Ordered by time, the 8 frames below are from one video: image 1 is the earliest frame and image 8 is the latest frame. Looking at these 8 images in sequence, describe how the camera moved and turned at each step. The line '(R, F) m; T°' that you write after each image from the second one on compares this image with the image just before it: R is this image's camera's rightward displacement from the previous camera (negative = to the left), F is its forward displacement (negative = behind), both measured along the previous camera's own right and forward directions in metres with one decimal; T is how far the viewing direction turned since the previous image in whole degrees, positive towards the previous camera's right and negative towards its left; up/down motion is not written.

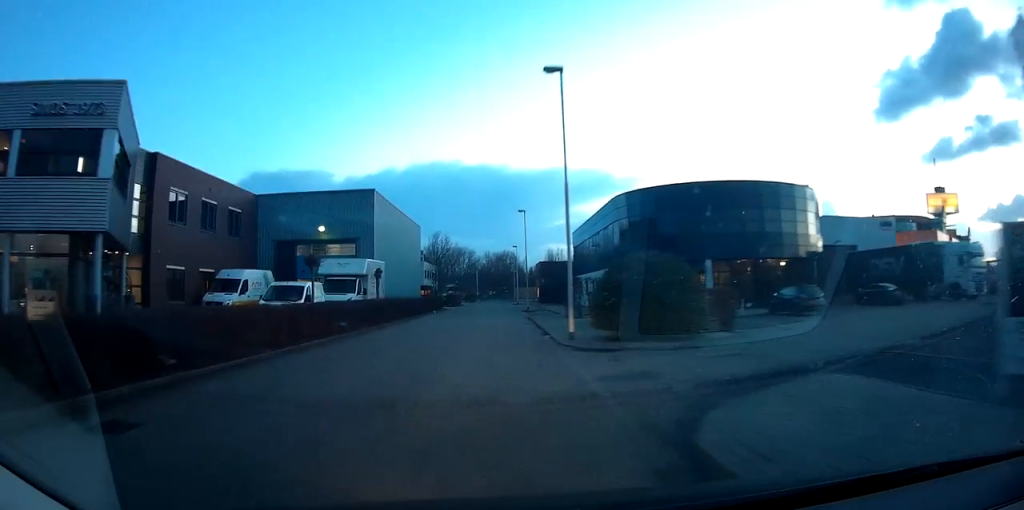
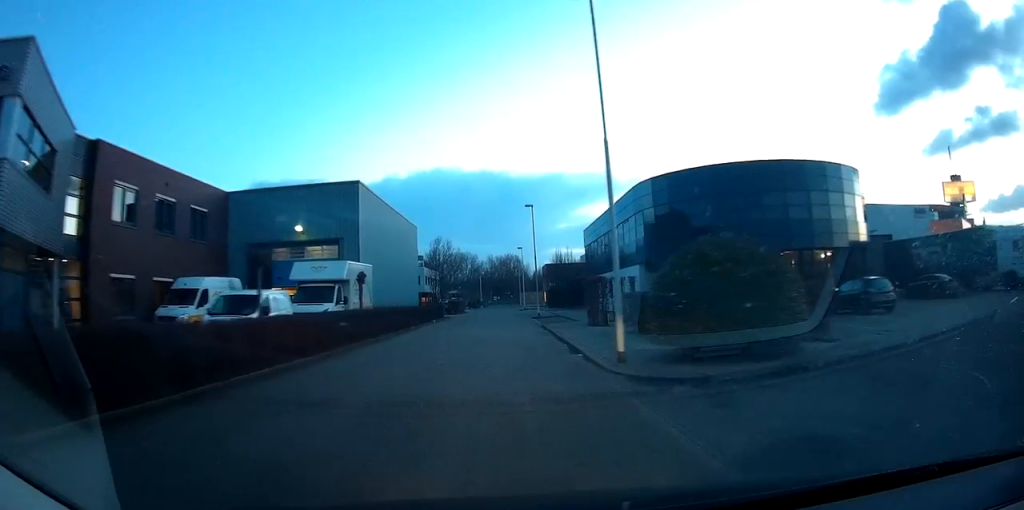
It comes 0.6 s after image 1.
(-0.2, +4.8) m; -2°
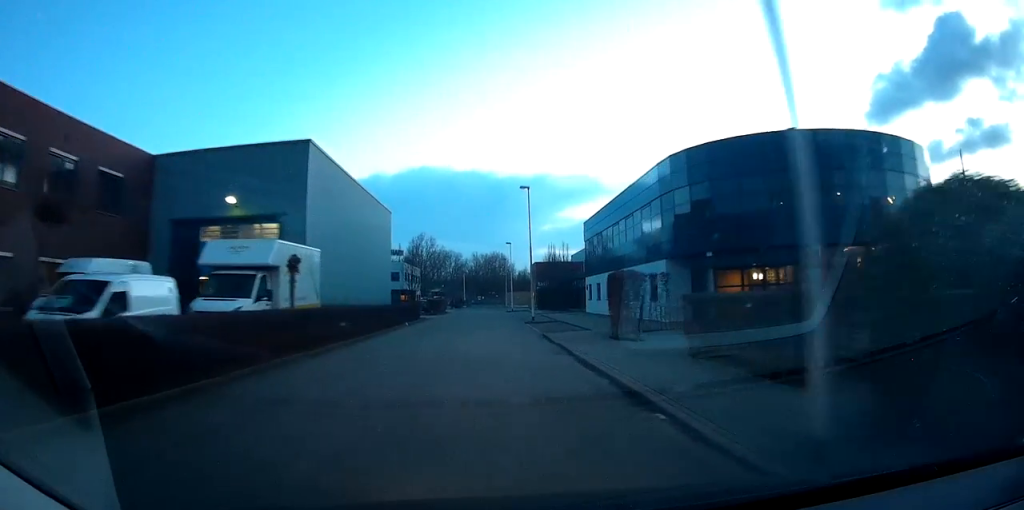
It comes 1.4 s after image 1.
(-0.1, +7.0) m; +1°
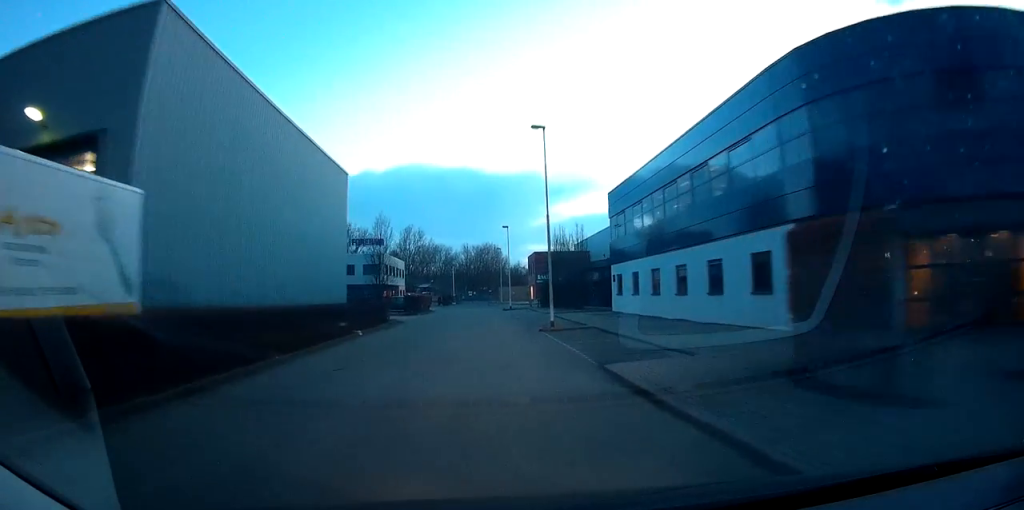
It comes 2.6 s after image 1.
(+0.5, +12.0) m; +2°
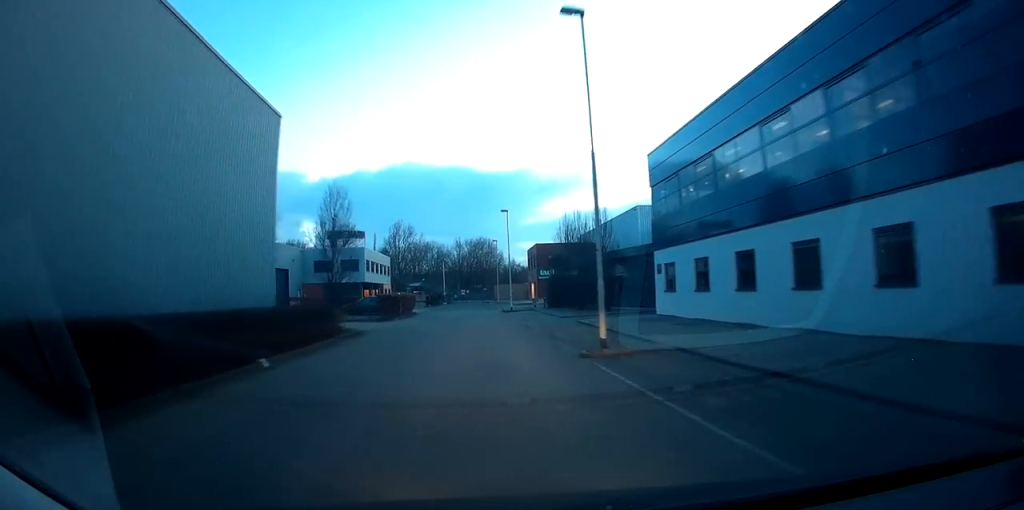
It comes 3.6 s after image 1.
(-0.1, +10.4) m; -1°
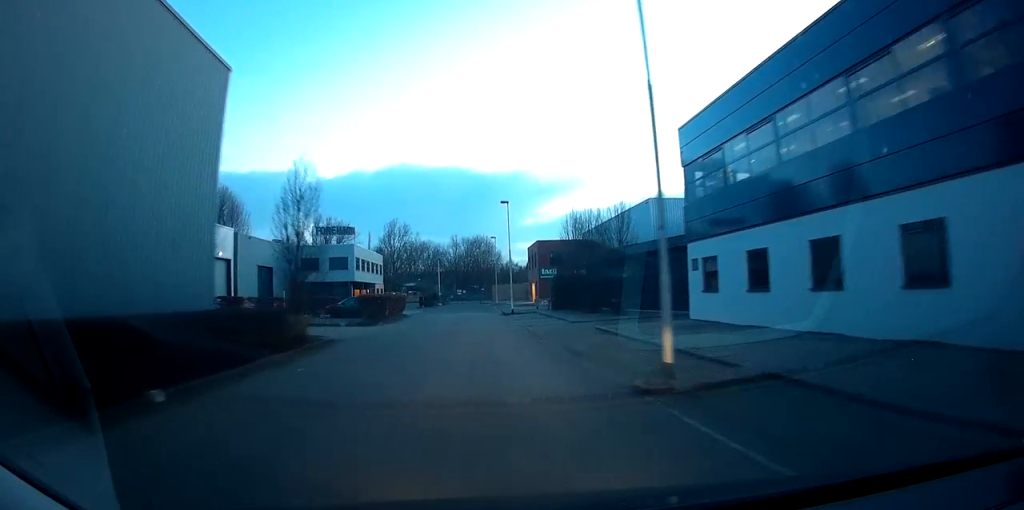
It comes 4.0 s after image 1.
(0.0, +4.8) m; 0°
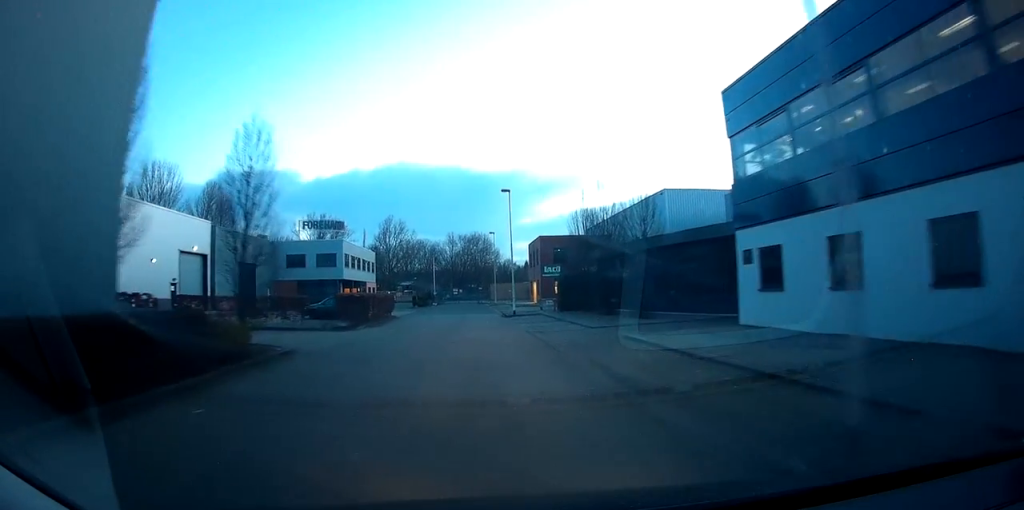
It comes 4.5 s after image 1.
(0.0, +4.8) m; +1°
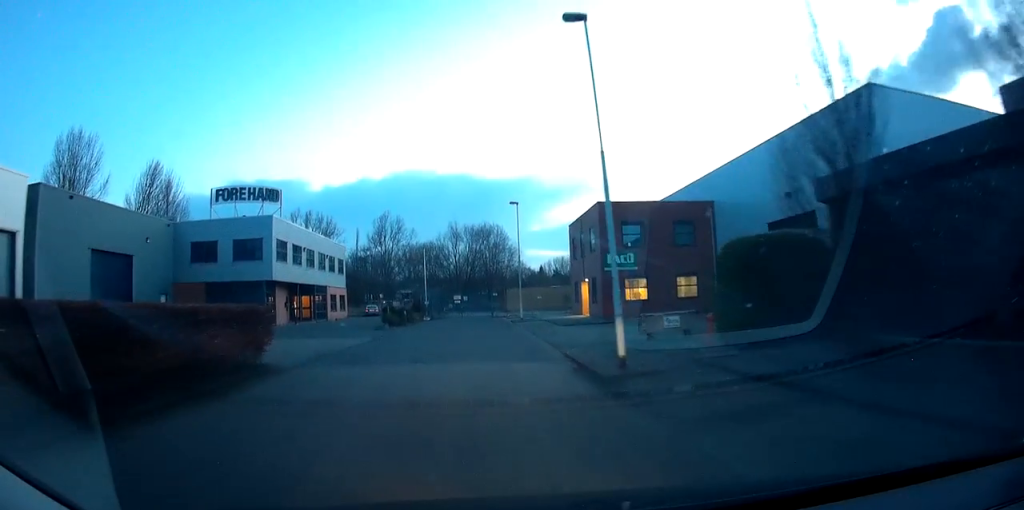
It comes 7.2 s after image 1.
(-0.1, +25.4) m; -2°
